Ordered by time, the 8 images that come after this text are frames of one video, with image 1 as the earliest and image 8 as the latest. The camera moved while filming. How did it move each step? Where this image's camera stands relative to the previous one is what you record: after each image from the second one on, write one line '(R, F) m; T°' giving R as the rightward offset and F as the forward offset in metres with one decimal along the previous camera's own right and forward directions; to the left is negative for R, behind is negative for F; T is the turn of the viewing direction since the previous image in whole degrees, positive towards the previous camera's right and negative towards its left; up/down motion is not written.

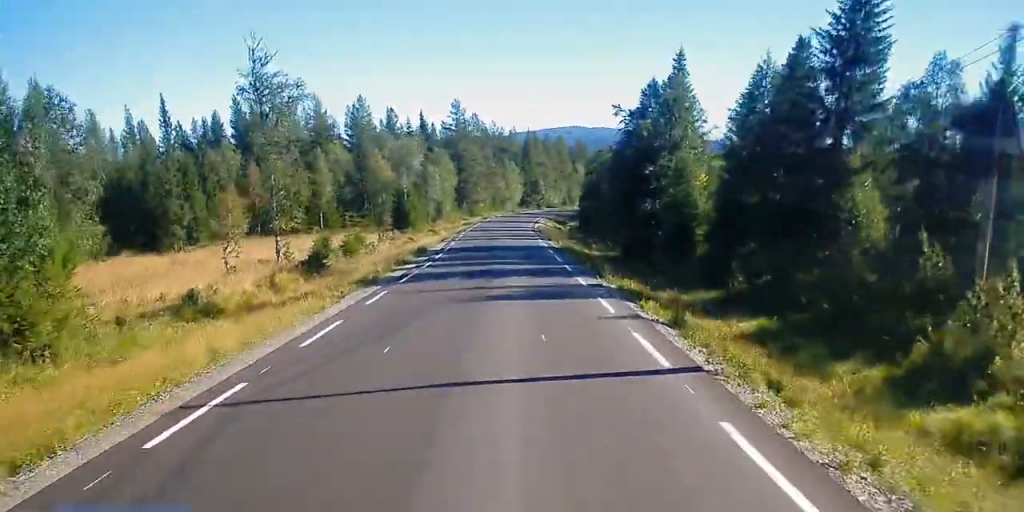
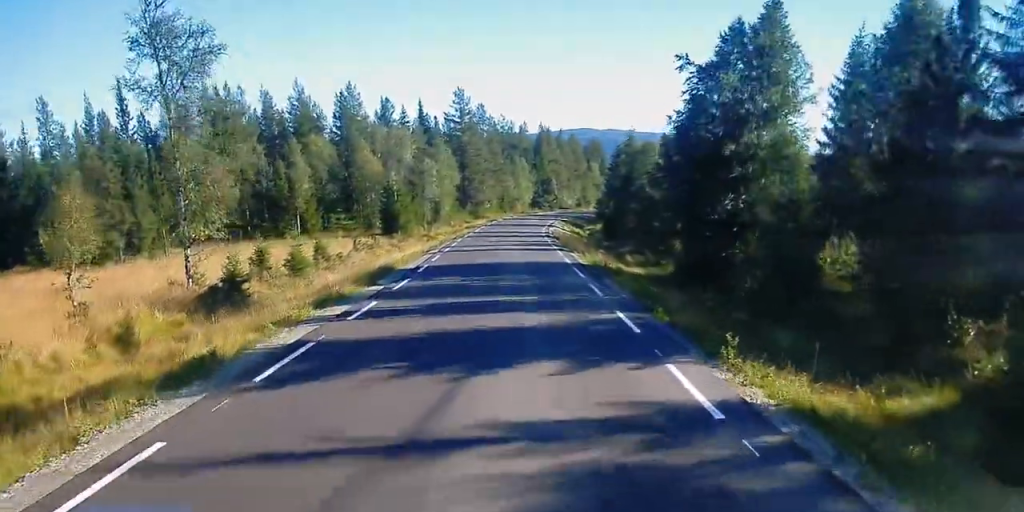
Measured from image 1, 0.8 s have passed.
(0.0, +14.9) m; -1°
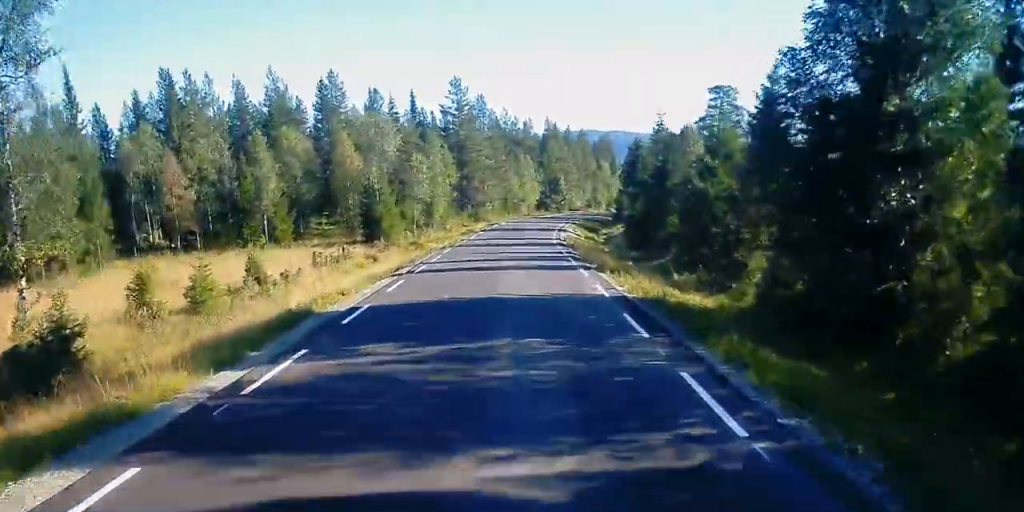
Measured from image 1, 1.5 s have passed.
(-0.2, +12.8) m; -1°
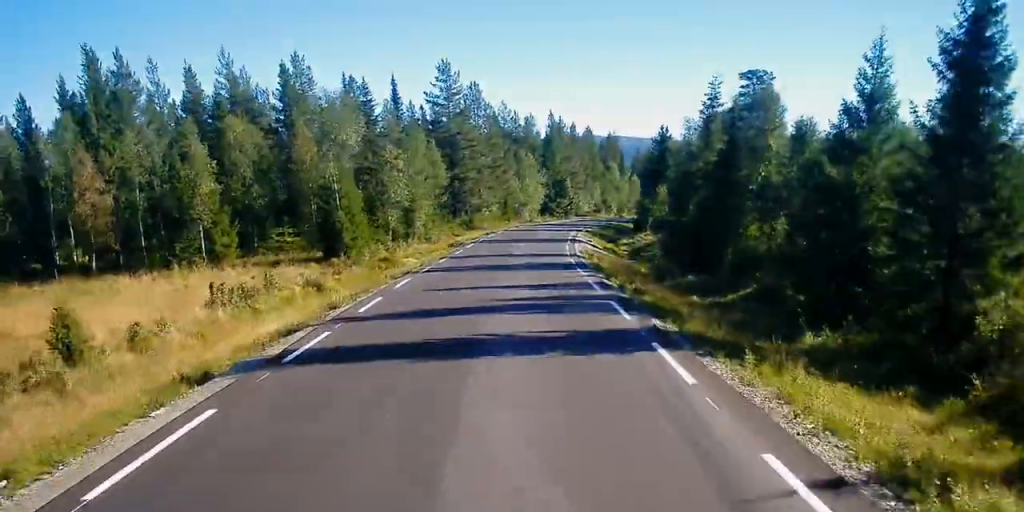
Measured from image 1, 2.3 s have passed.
(-0.3, +15.8) m; 0°
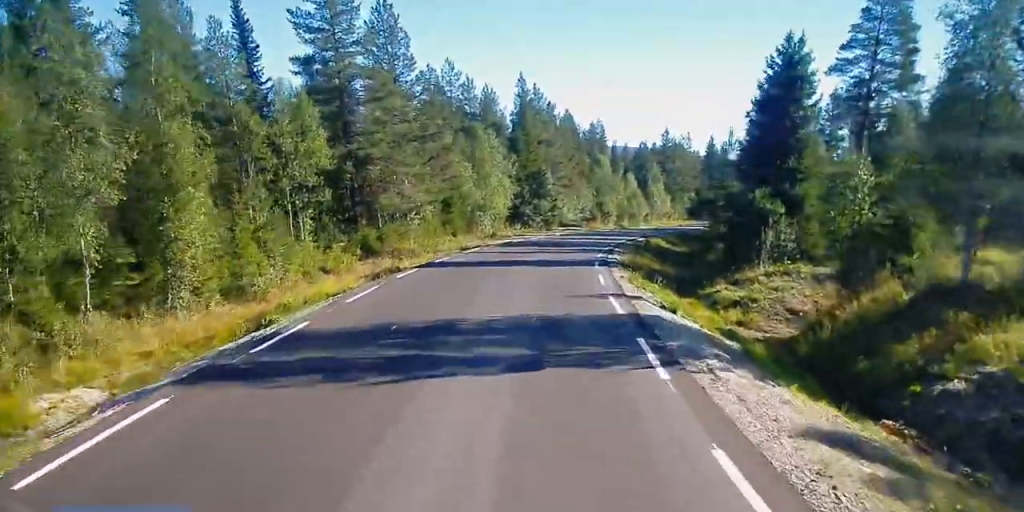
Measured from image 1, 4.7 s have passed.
(+1.5, +42.0) m; +3°
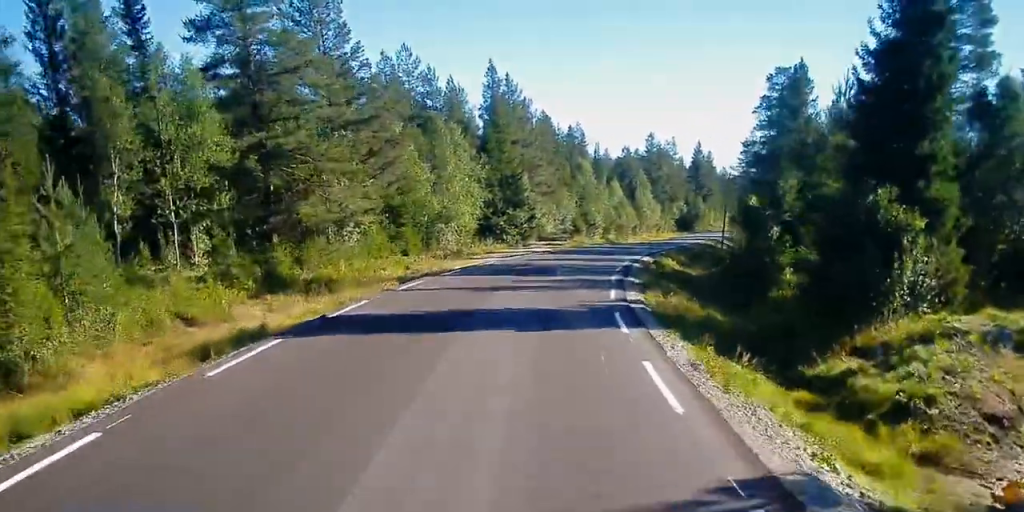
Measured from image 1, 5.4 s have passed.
(0.0, +13.3) m; +2°
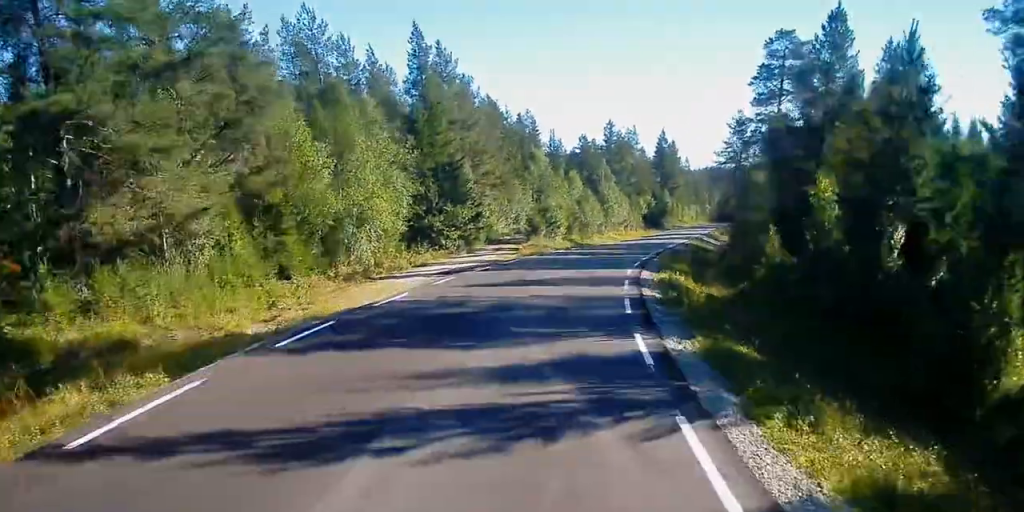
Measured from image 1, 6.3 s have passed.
(+0.6, +15.1) m; +3°
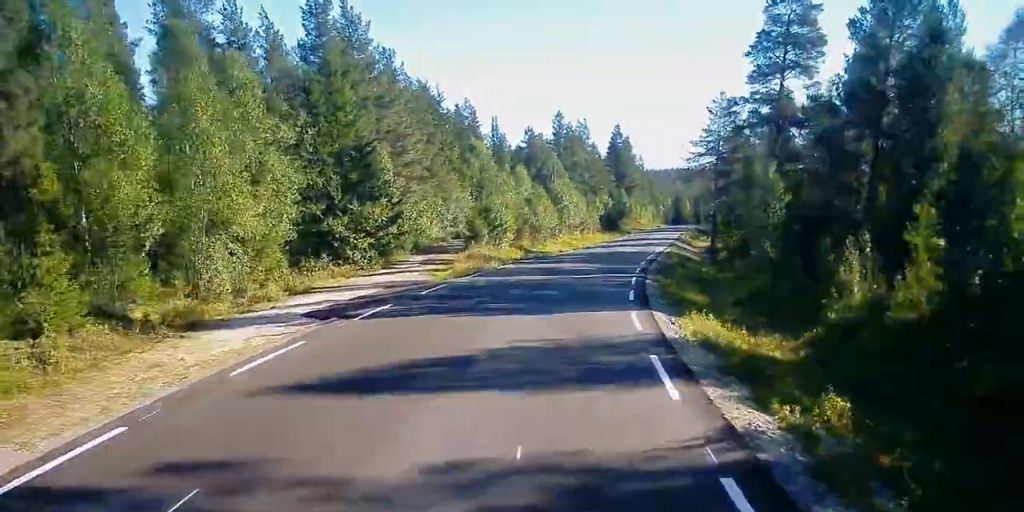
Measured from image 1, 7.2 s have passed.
(+0.3, +13.7) m; +4°
